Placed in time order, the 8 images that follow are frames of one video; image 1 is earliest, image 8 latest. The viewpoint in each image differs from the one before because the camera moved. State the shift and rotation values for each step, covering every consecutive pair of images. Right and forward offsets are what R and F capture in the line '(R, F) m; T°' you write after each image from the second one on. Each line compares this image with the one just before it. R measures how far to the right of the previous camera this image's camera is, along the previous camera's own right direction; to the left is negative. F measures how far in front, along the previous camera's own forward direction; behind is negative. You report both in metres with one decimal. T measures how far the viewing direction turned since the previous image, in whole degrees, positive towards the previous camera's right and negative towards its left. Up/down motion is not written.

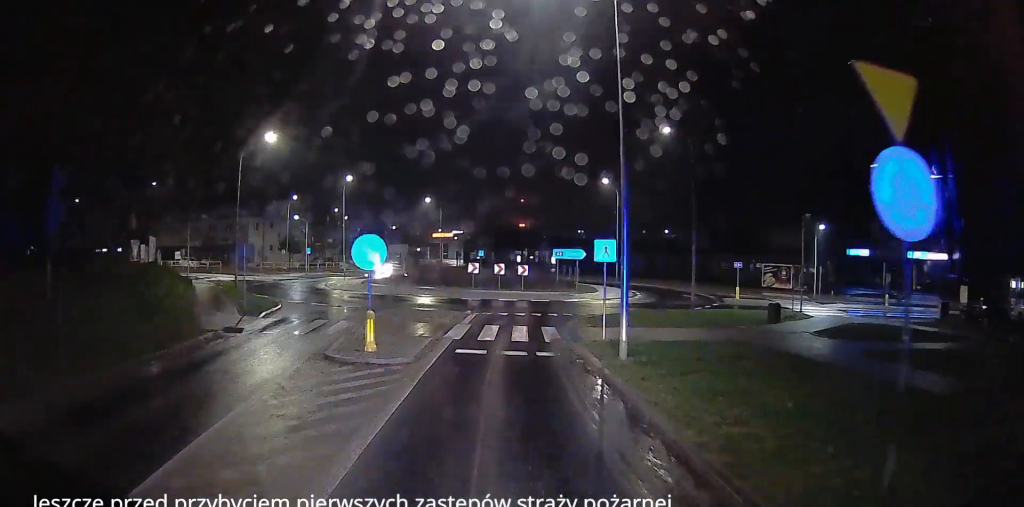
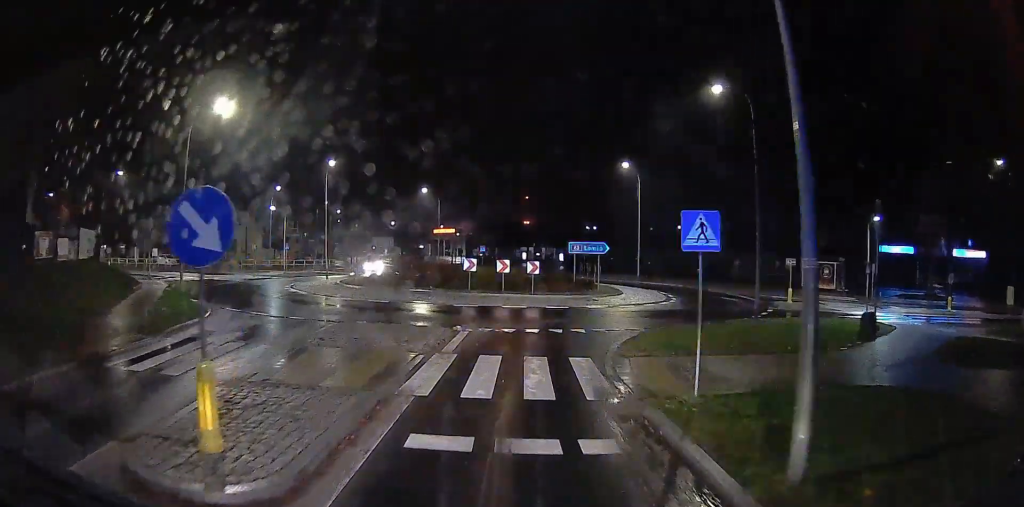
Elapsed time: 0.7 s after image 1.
(-0.3, +7.9) m; -2°
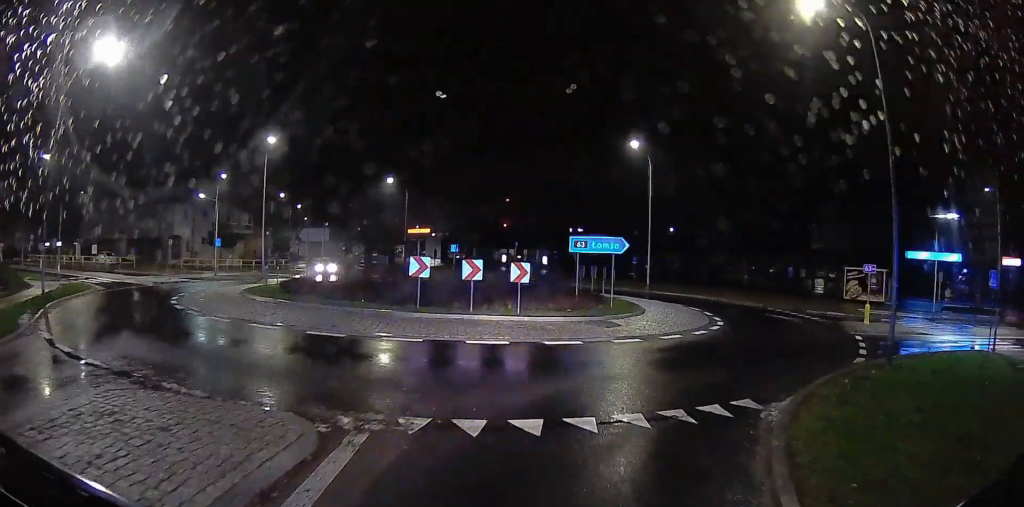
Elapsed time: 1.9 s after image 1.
(-0.3, +11.7) m; -1°
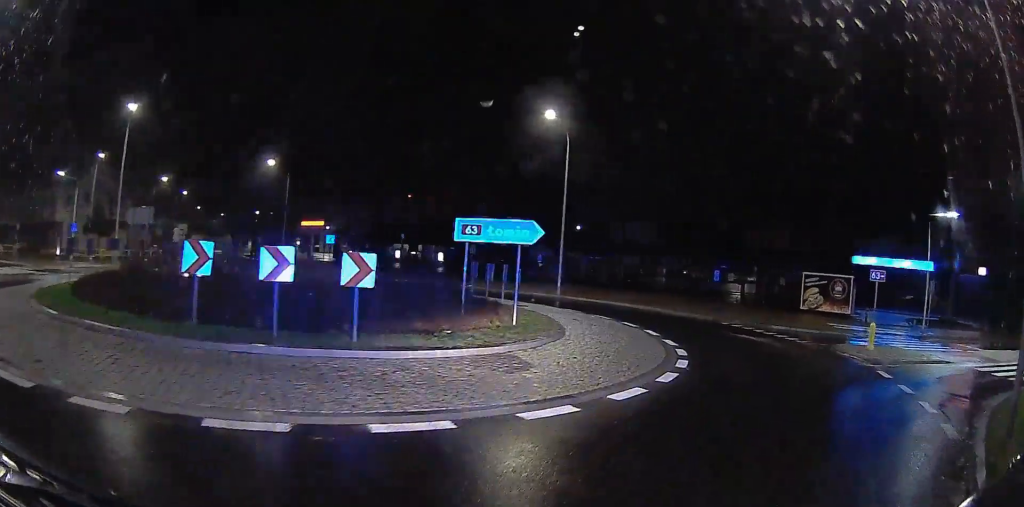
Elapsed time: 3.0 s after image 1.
(0.0, +9.1) m; +11°
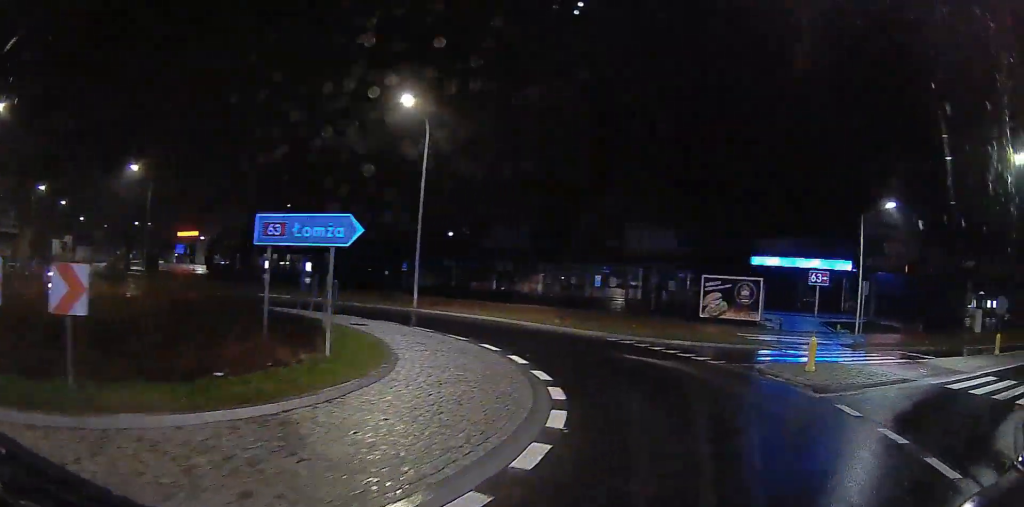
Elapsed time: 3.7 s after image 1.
(+0.8, +4.5) m; +11°
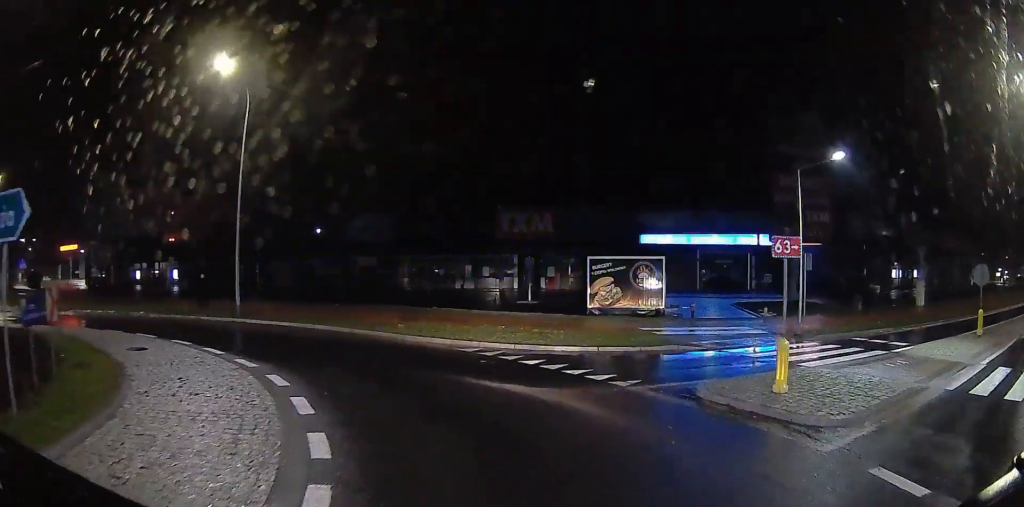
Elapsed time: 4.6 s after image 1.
(+0.8, +5.7) m; +10°
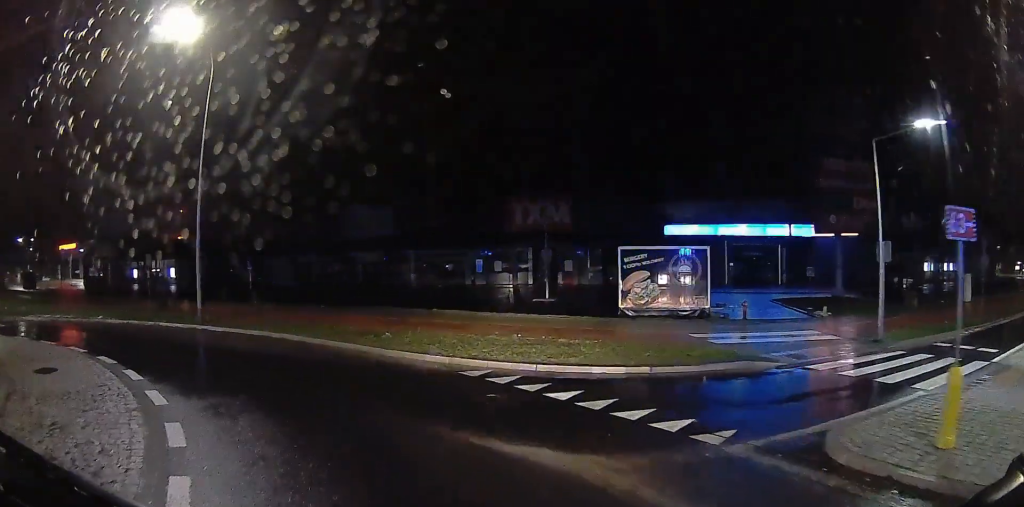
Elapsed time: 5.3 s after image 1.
(+0.1, +4.0) m; +1°
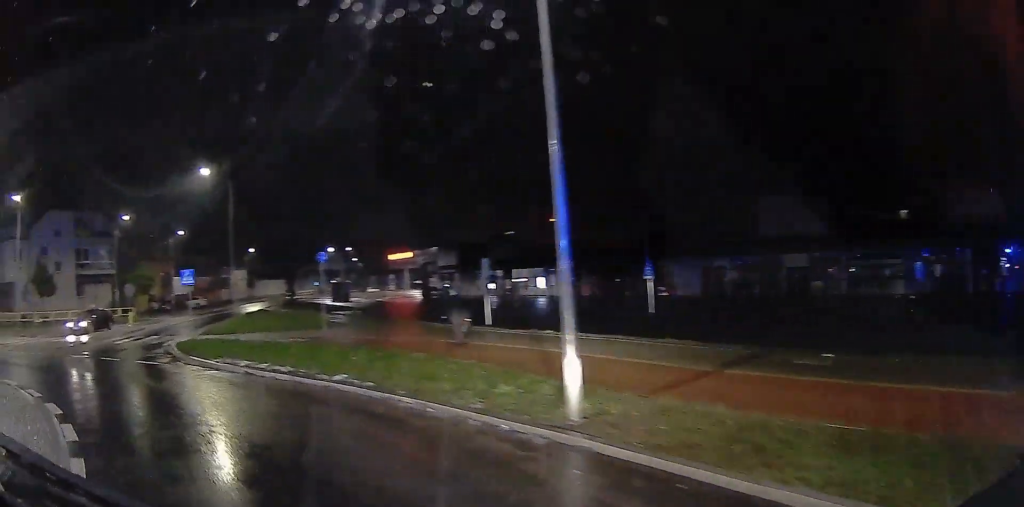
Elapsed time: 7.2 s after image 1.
(-2.2, +10.6) m; -54°
